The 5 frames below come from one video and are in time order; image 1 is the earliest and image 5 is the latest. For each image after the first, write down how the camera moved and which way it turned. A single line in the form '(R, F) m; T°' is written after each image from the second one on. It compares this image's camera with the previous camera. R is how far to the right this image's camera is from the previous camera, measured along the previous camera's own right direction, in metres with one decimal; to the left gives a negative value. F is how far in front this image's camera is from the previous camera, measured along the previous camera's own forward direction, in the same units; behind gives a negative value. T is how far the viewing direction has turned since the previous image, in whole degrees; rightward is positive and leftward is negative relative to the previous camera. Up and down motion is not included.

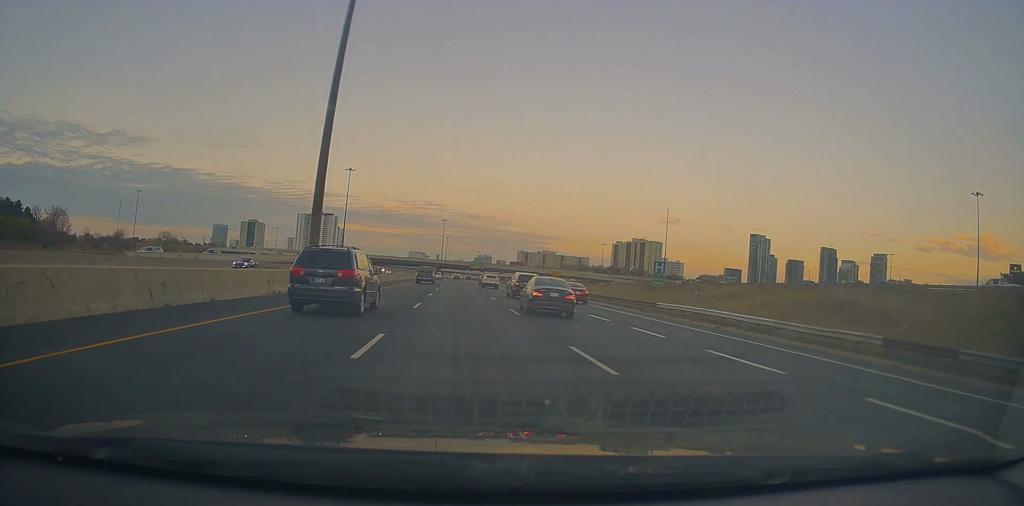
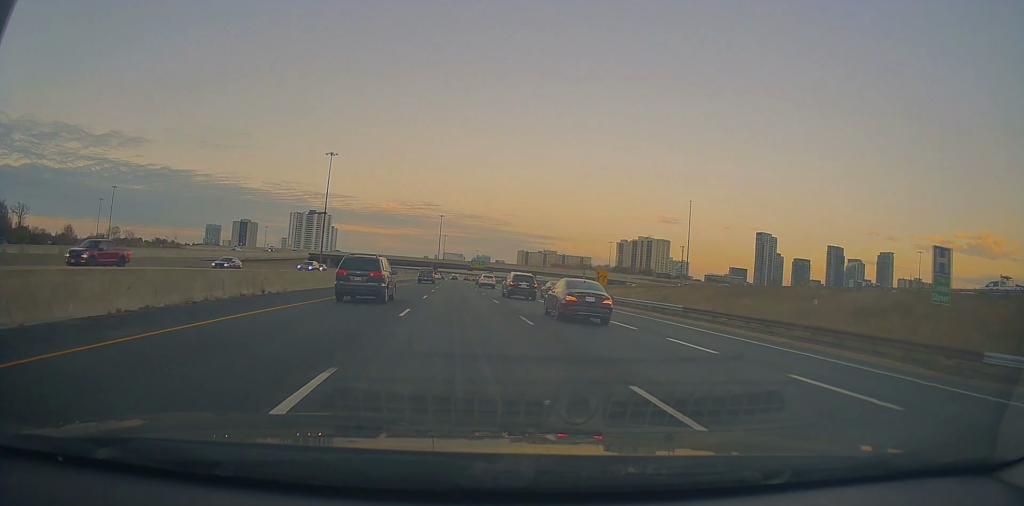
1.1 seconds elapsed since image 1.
(+0.1, +28.1) m; 0°
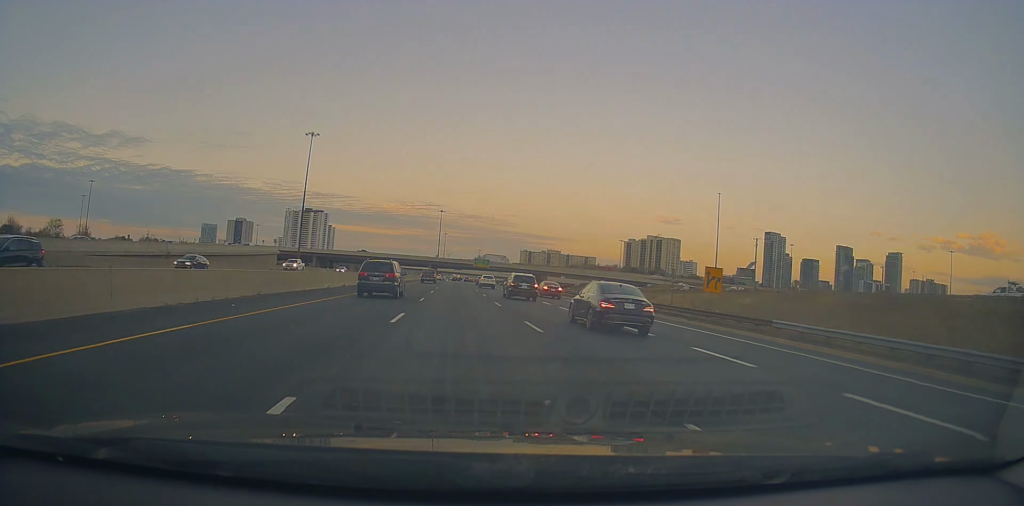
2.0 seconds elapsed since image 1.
(0.0, +26.0) m; 0°
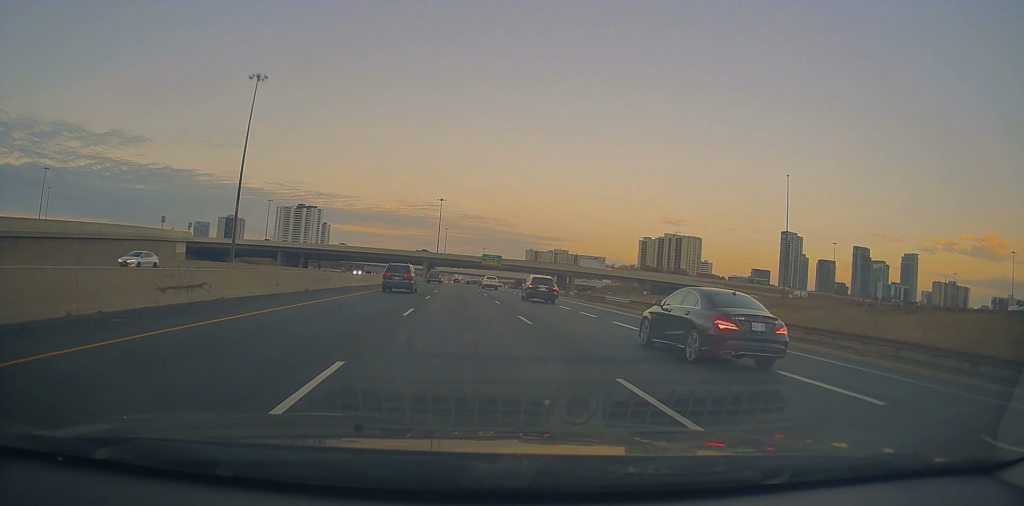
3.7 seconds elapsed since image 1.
(0.0, +45.8) m; 0°
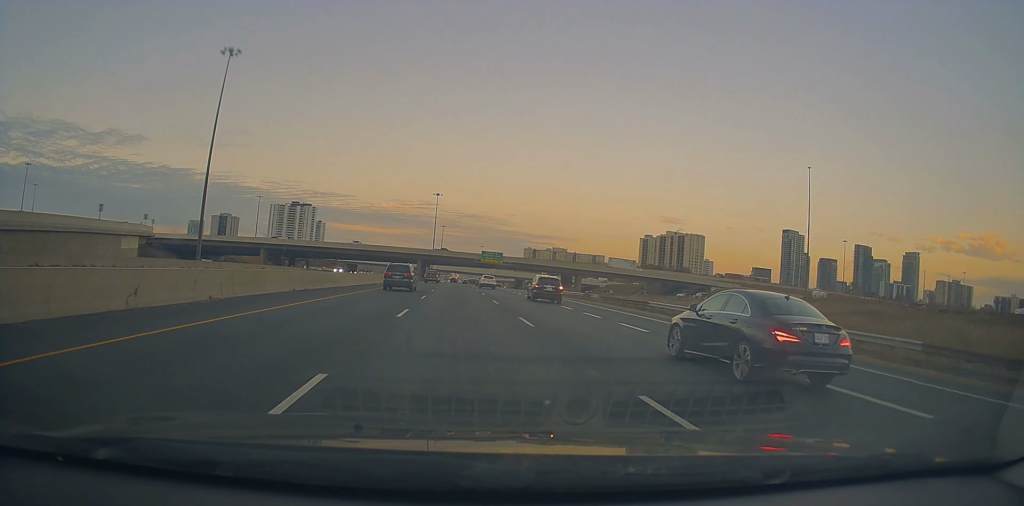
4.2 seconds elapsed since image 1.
(0.0, +13.0) m; 0°
